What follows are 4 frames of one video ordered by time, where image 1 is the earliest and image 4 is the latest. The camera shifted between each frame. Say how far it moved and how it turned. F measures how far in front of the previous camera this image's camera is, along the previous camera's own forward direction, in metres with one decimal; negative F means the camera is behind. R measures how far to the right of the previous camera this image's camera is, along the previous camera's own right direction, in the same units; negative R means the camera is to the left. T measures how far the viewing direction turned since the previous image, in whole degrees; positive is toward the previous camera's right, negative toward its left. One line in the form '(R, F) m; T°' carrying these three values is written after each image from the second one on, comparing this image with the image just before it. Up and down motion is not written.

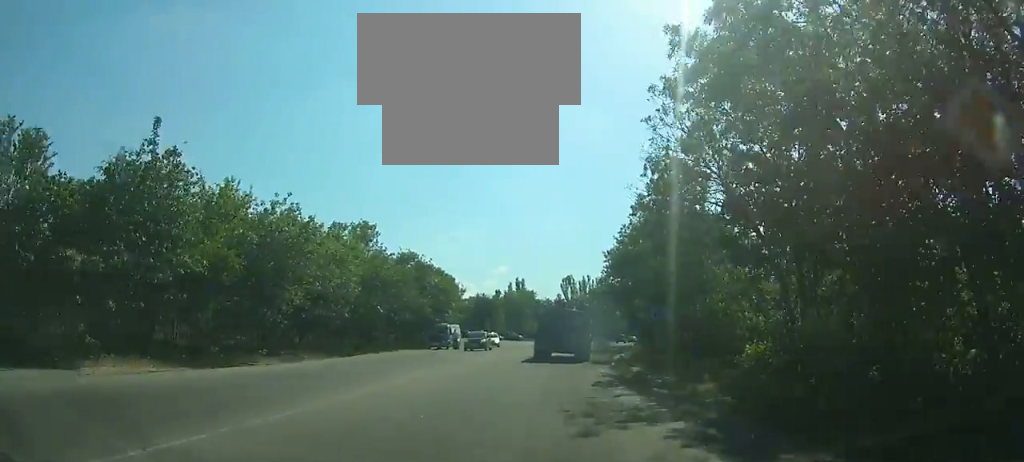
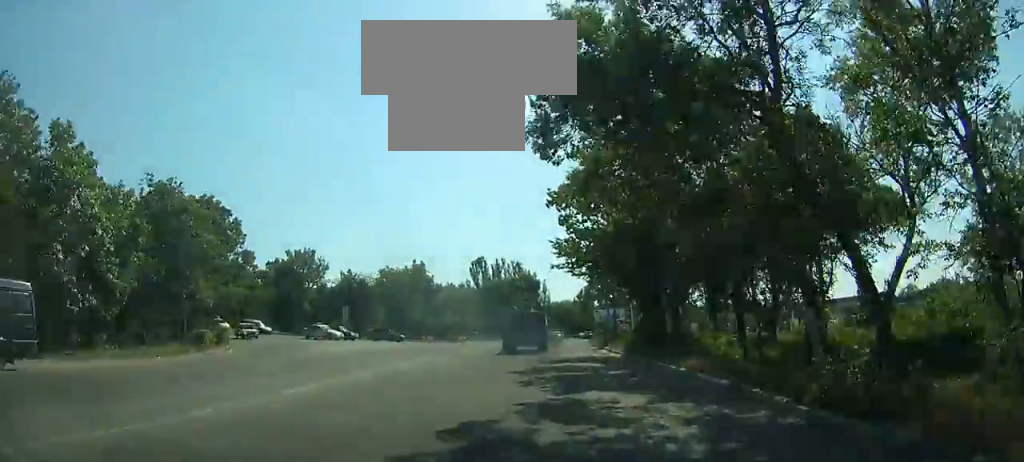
(+2.4, +42.5) m; +5°
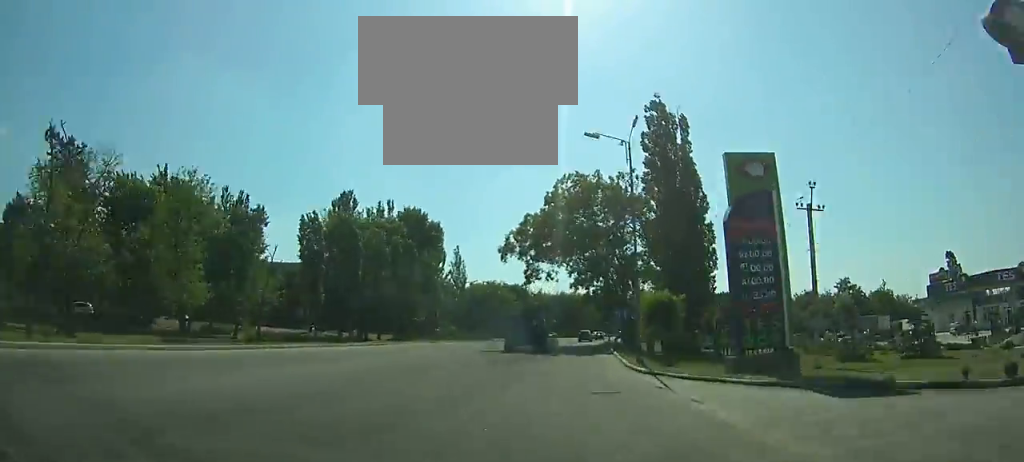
(+5.6, +78.5) m; +8°
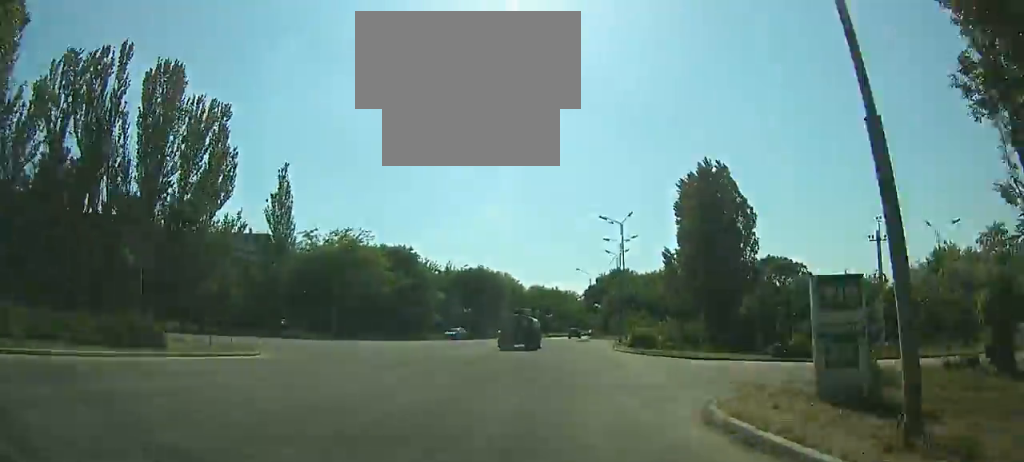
(+4.4, +65.8) m; +7°
